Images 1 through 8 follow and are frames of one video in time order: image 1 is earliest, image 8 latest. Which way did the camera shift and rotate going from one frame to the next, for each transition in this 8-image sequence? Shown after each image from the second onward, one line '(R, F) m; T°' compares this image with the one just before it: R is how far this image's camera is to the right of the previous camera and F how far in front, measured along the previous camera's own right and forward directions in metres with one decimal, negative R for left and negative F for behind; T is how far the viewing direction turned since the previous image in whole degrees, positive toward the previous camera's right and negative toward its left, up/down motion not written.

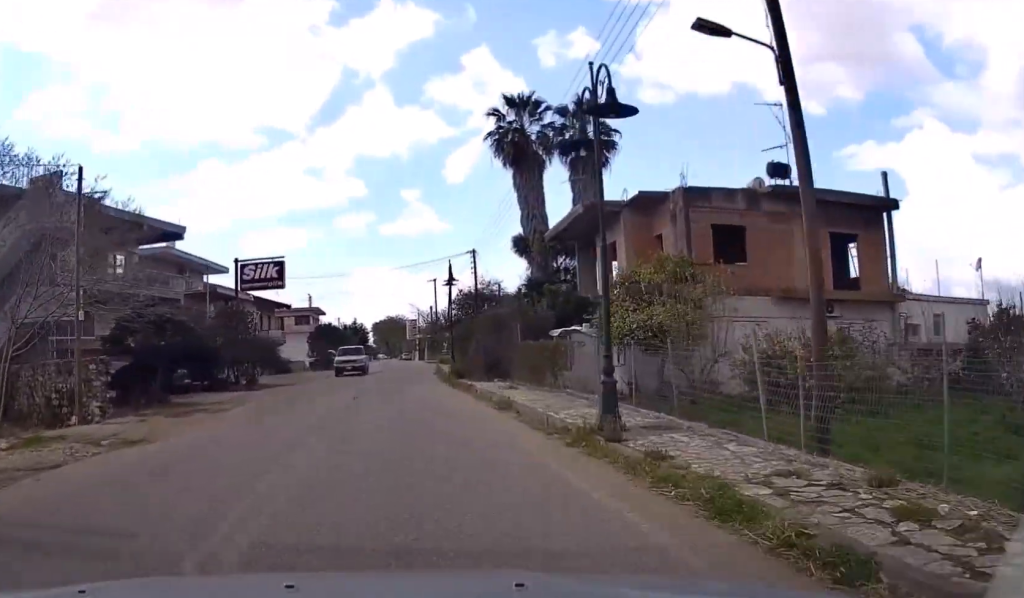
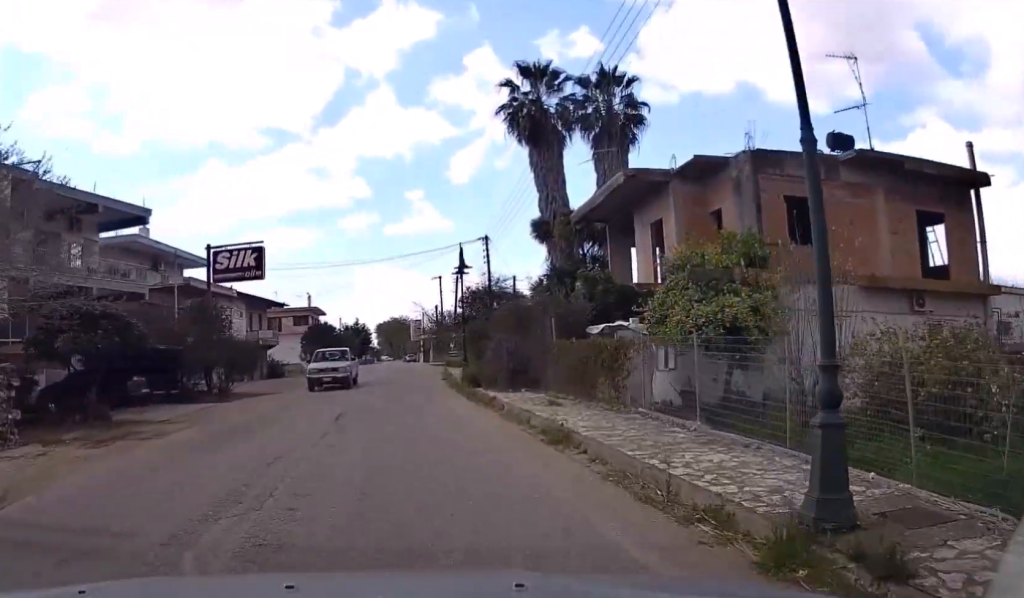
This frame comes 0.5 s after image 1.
(+0.2, +6.0) m; +1°
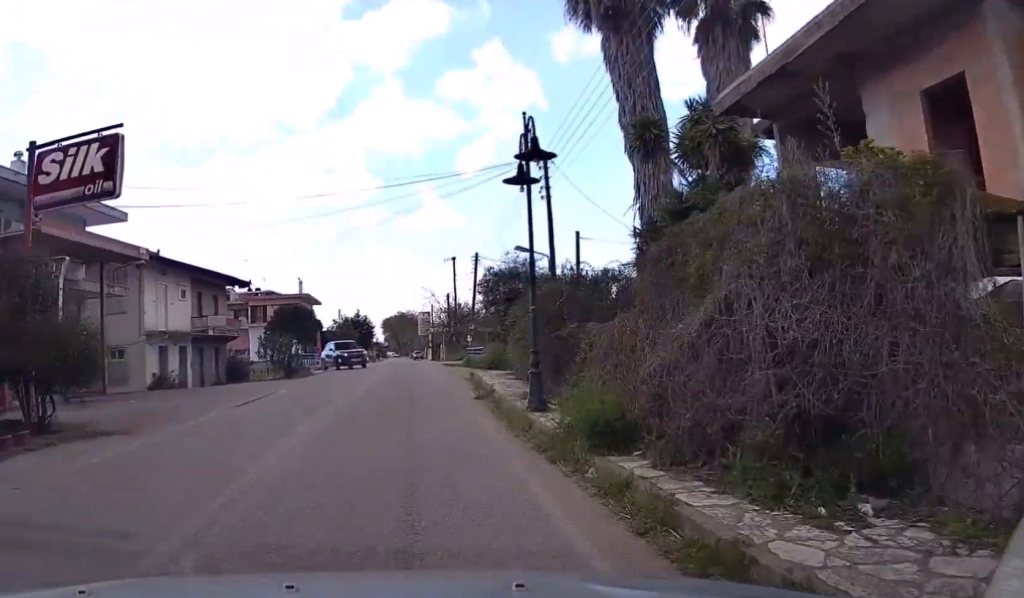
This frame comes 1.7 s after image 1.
(+0.2, +15.9) m; 0°
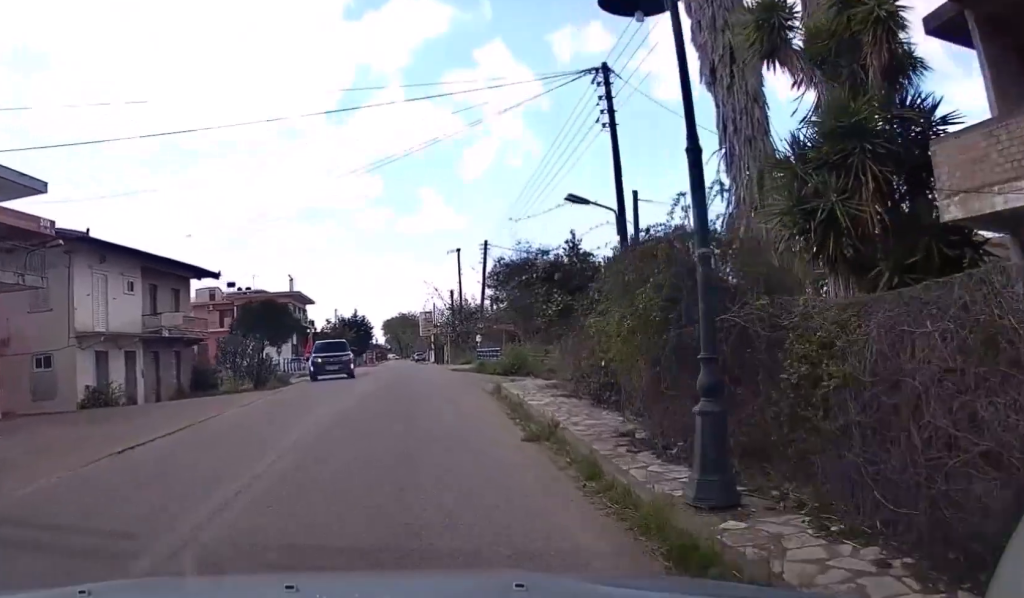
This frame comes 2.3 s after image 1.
(-0.1, +8.0) m; -1°
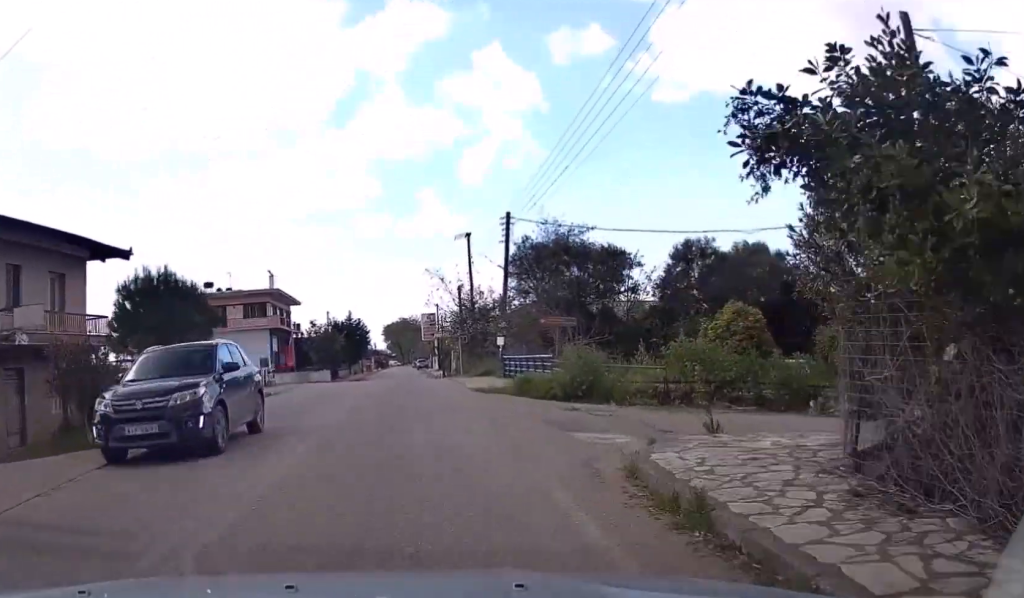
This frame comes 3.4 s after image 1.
(-0.3, +13.5) m; -2°
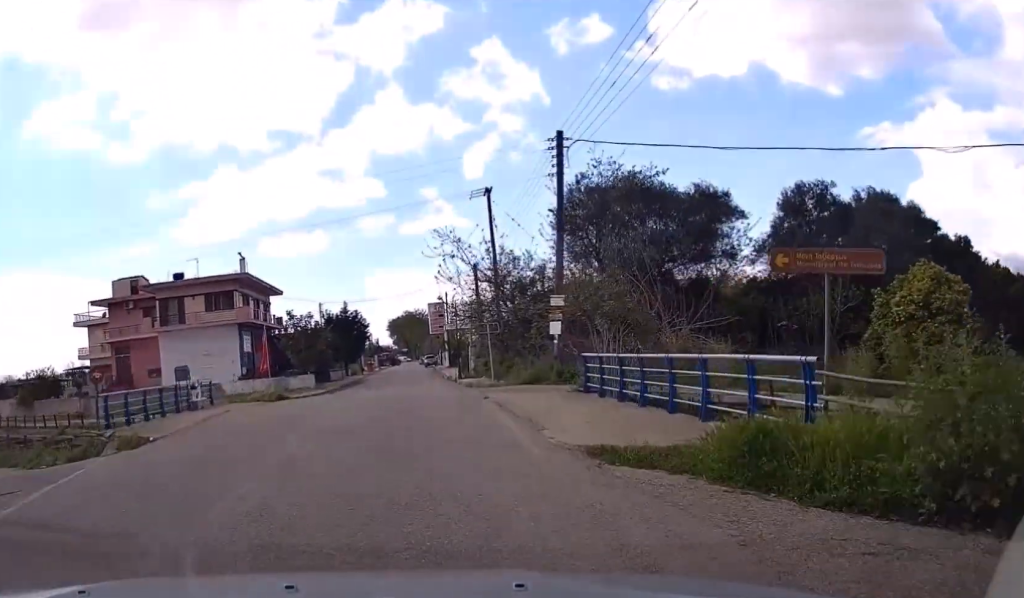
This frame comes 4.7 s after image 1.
(-0.1, +15.1) m; +1°
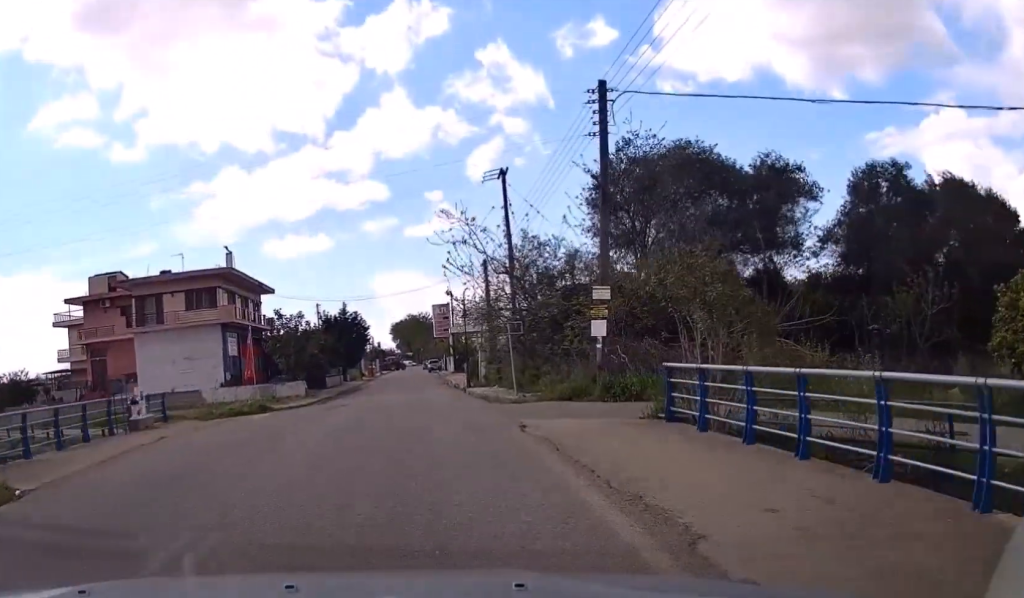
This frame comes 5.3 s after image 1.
(+0.1, +5.8) m; 0°
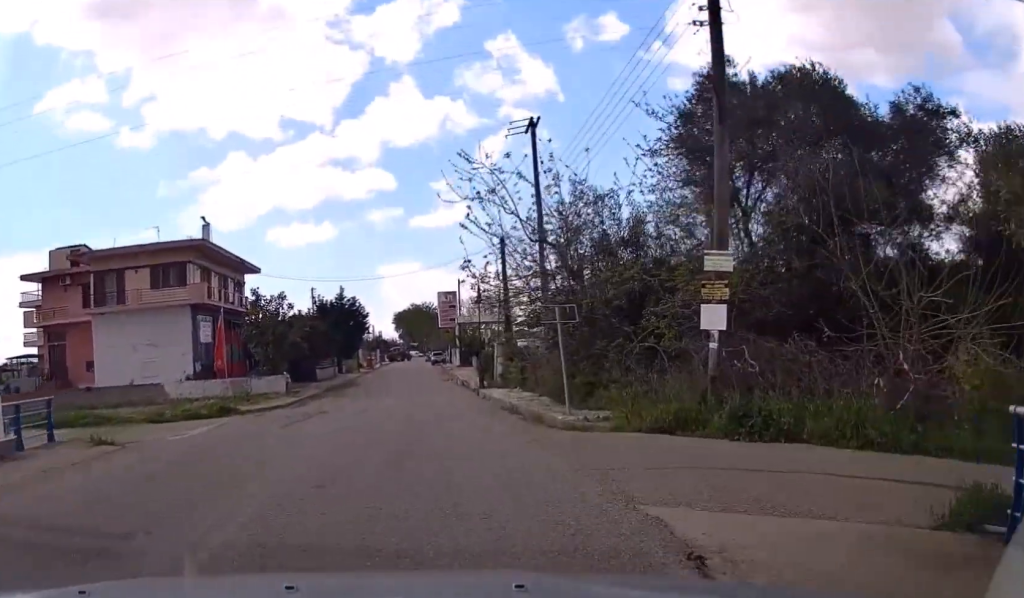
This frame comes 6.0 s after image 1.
(+0.1, +7.9) m; 0°
